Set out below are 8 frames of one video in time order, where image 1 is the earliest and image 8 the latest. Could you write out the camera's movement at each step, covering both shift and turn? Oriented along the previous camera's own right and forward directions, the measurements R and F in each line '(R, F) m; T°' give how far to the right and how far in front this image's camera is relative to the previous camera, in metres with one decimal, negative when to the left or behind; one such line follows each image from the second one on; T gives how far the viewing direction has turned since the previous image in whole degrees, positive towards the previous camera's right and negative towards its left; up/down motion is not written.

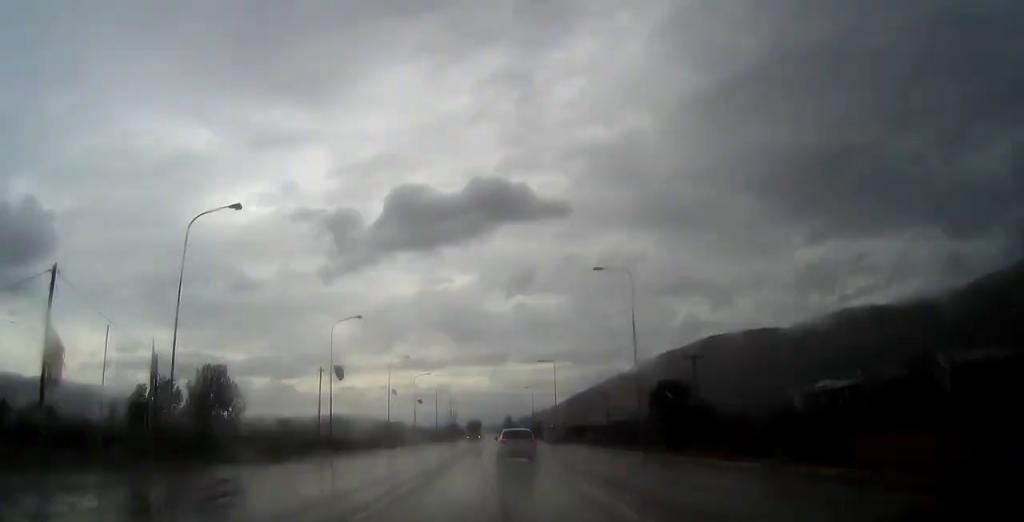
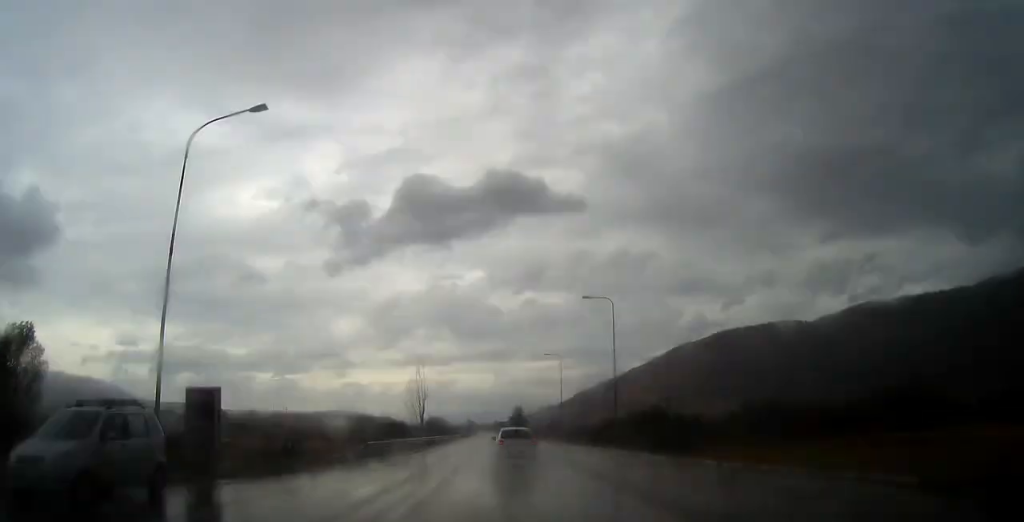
(+0.1, +121.4) m; 0°
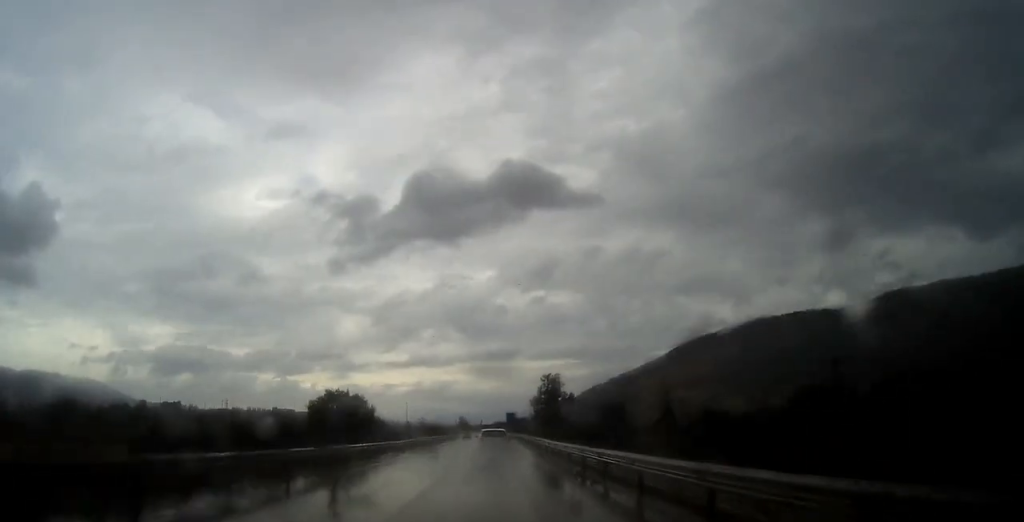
(-0.3, +162.0) m; 0°
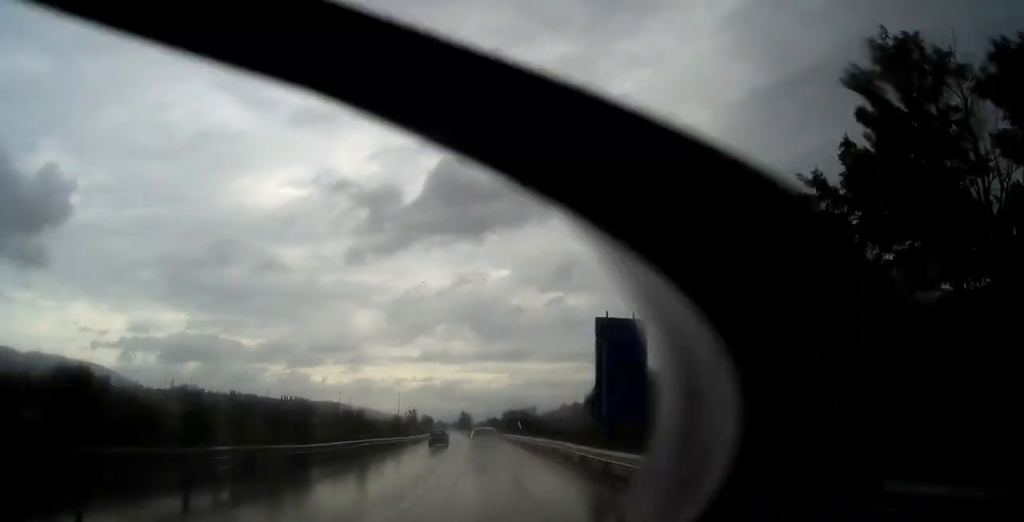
(-0.7, +111.1) m; -2°
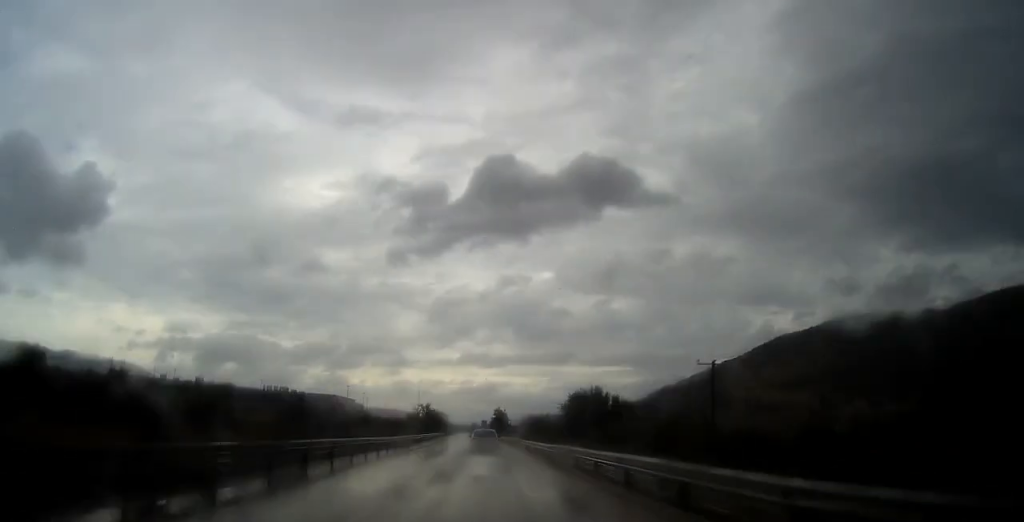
(-2.8, +106.4) m; -2°
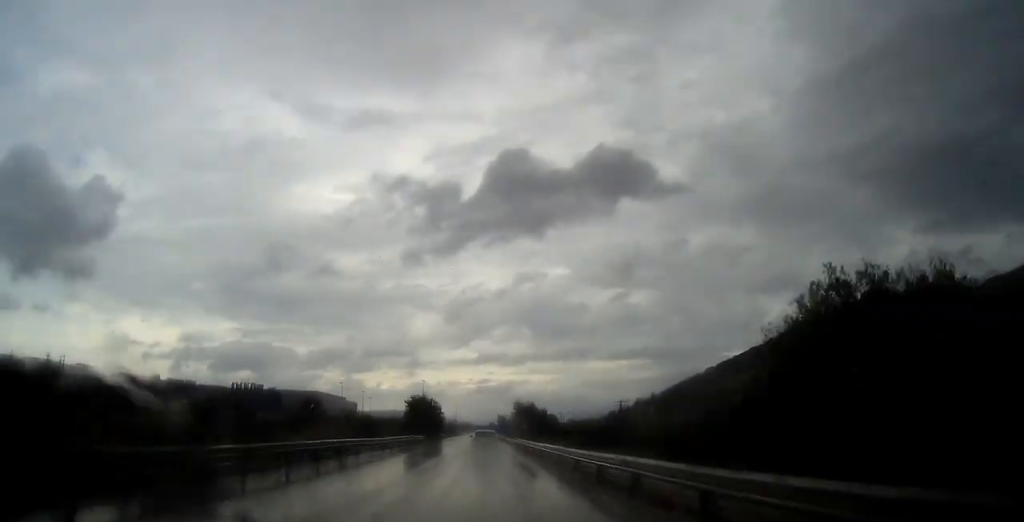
(-0.9, +65.0) m; -1°
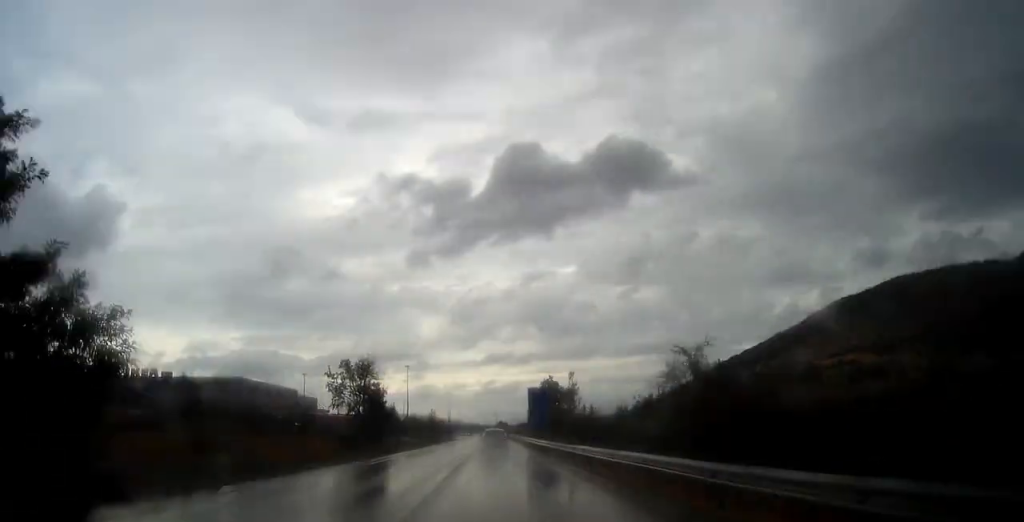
(-1.7, +96.9) m; -1°
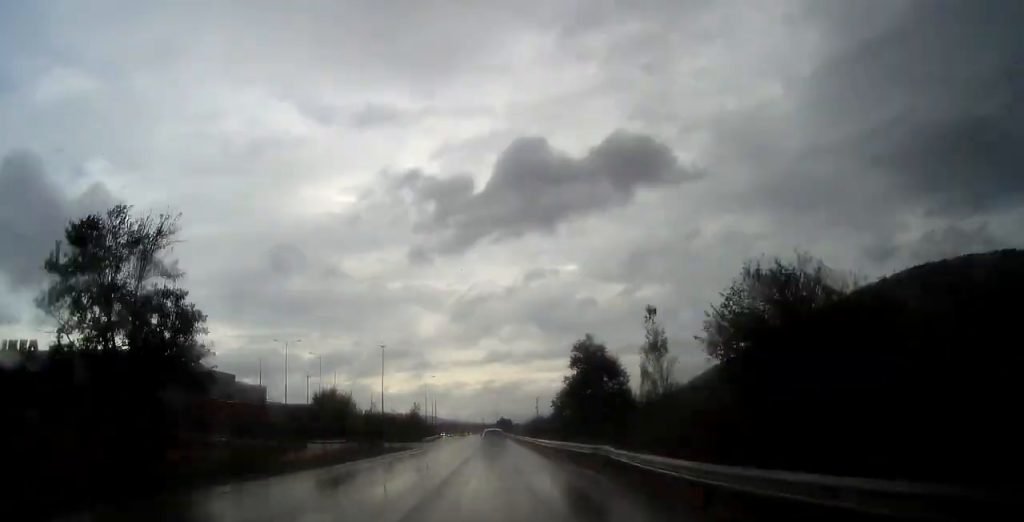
(+0.1, +58.8) m; 0°
